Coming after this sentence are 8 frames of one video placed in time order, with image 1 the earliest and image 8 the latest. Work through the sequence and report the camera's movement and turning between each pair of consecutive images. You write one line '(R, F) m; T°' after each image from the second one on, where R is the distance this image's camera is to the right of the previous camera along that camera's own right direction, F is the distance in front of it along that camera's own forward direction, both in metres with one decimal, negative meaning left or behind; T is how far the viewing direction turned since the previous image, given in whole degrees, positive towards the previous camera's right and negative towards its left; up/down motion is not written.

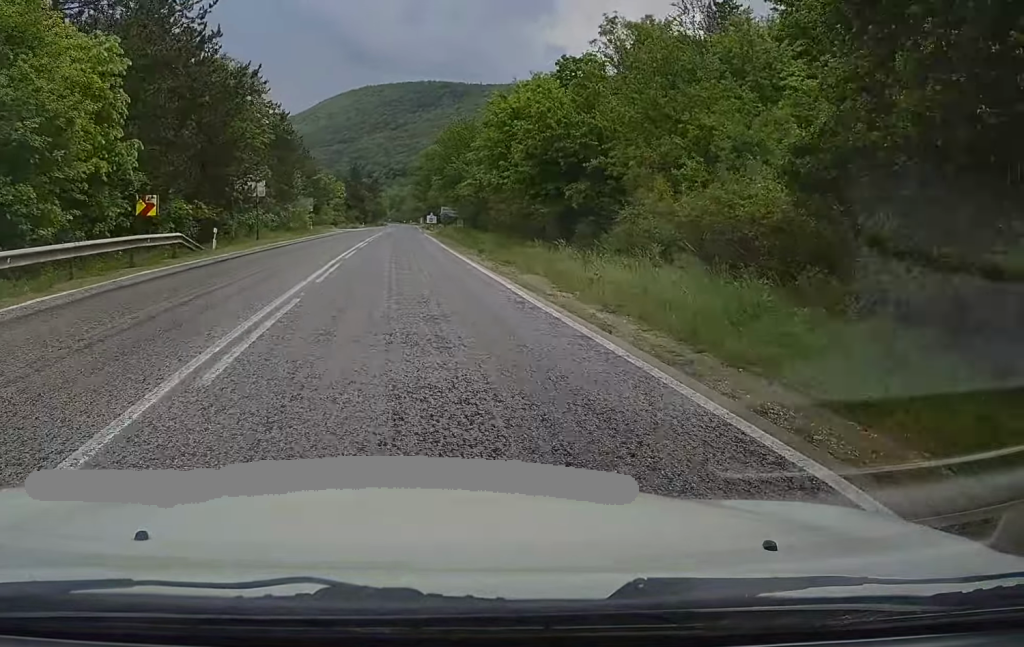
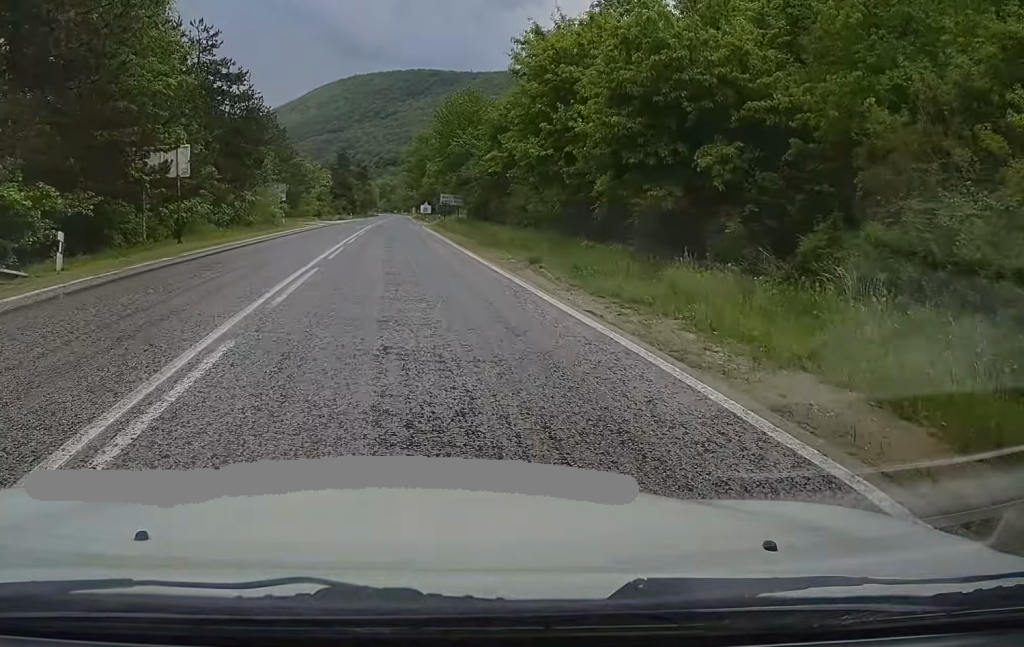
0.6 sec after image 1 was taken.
(+0.1, +13.8) m; 0°
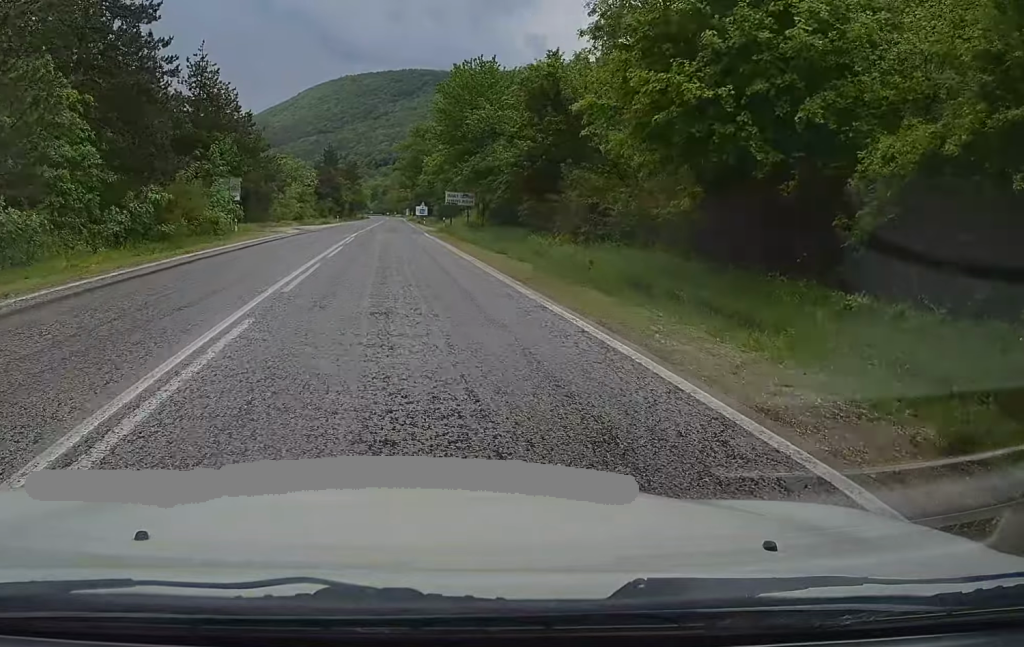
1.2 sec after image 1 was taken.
(+0.1, +16.2) m; 0°
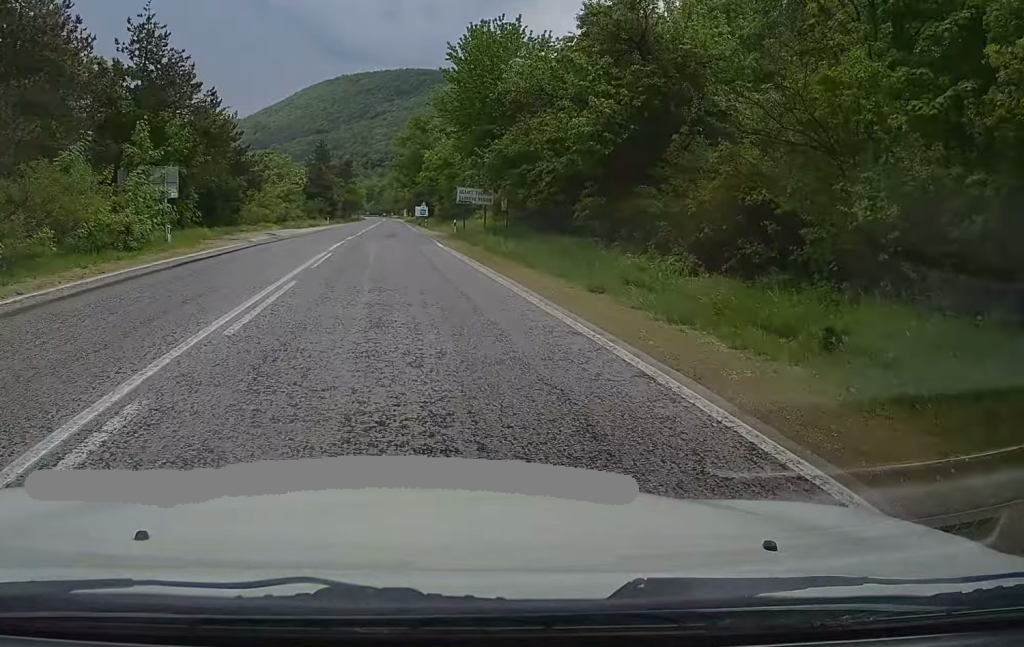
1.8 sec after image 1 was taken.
(0.0, +13.0) m; 0°
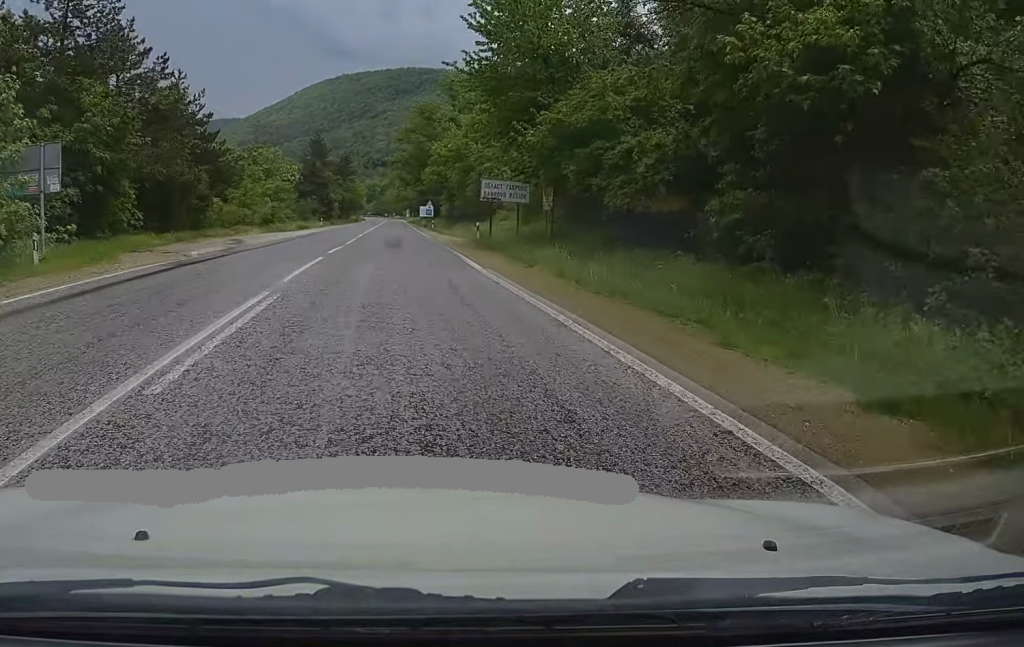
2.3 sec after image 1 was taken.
(0.0, +12.2) m; 0°
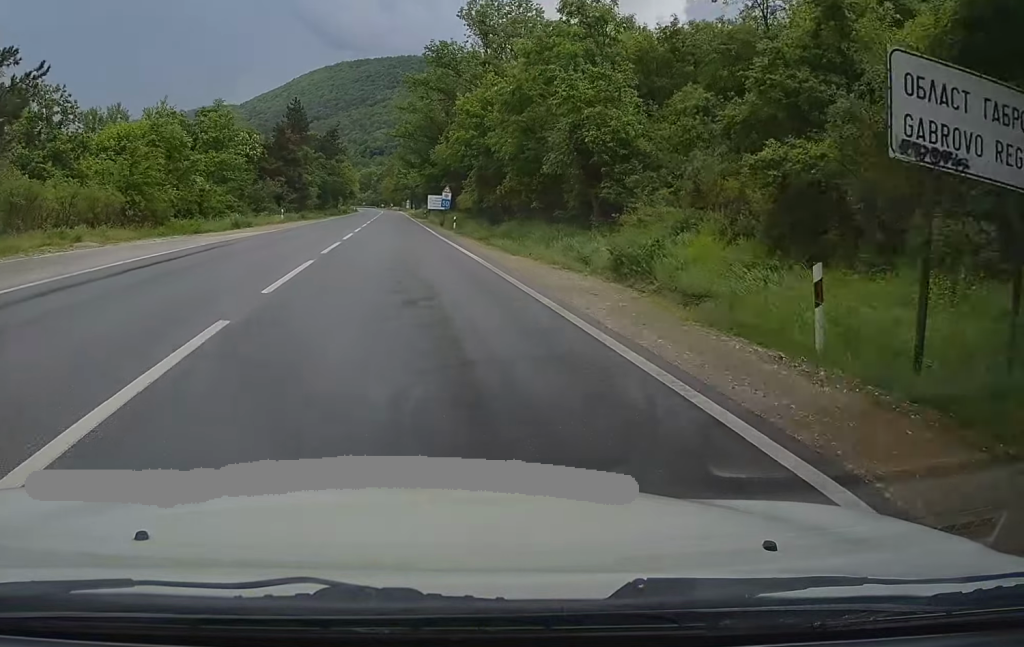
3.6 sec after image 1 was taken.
(+0.5, +31.9) m; +1°
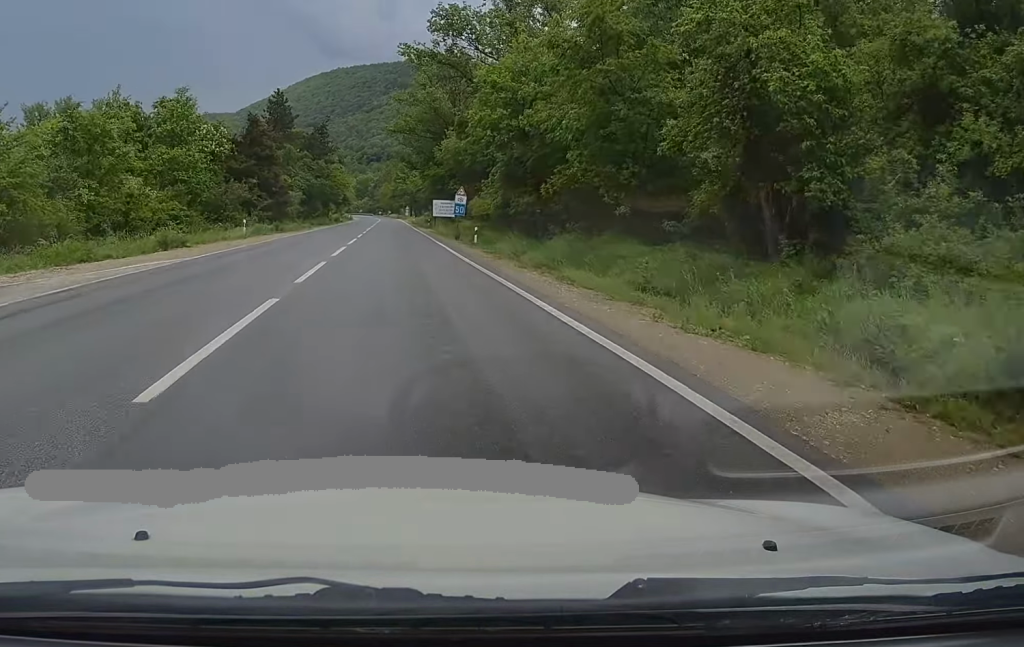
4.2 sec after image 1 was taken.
(+0.2, +14.8) m; 0°
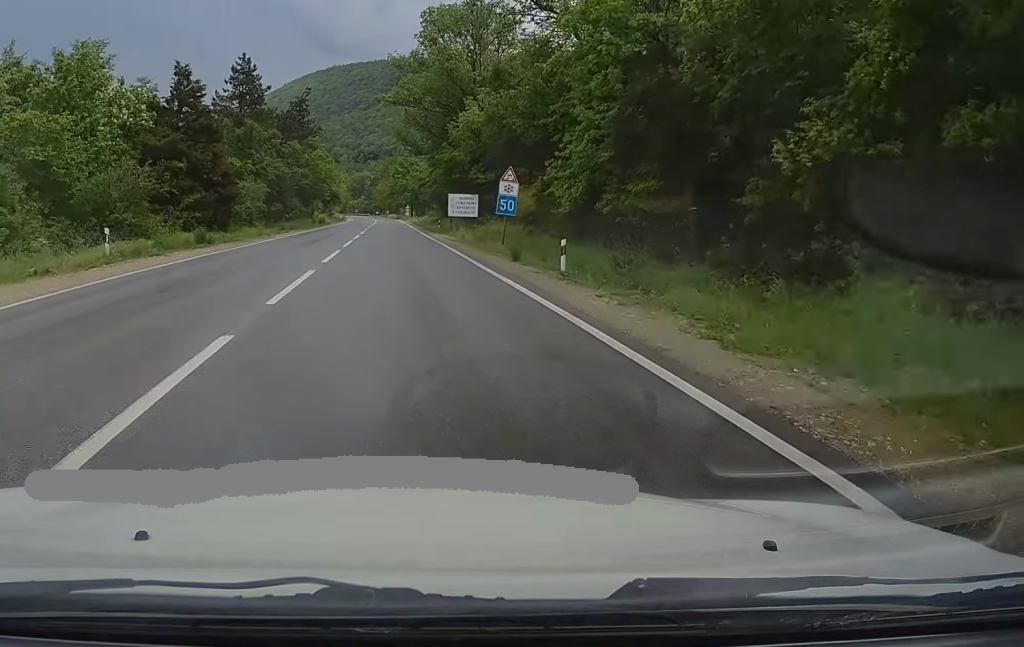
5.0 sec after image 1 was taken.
(-0.3, +21.4) m; 0°
